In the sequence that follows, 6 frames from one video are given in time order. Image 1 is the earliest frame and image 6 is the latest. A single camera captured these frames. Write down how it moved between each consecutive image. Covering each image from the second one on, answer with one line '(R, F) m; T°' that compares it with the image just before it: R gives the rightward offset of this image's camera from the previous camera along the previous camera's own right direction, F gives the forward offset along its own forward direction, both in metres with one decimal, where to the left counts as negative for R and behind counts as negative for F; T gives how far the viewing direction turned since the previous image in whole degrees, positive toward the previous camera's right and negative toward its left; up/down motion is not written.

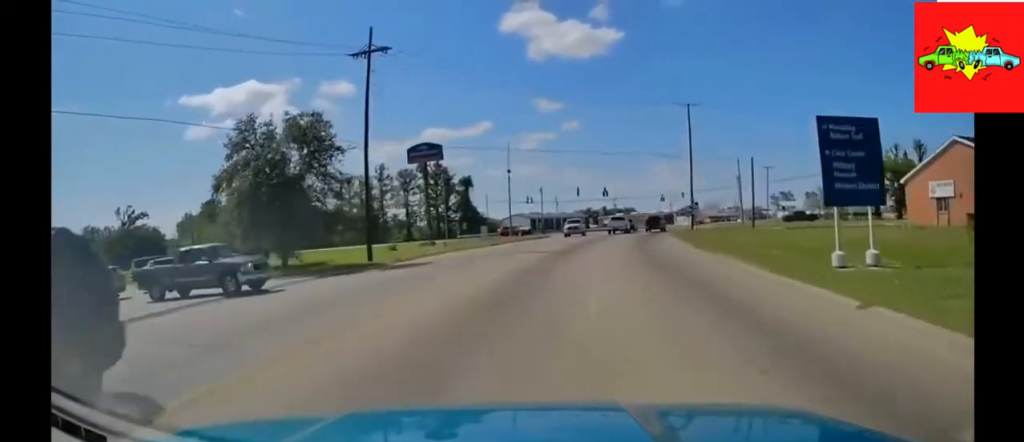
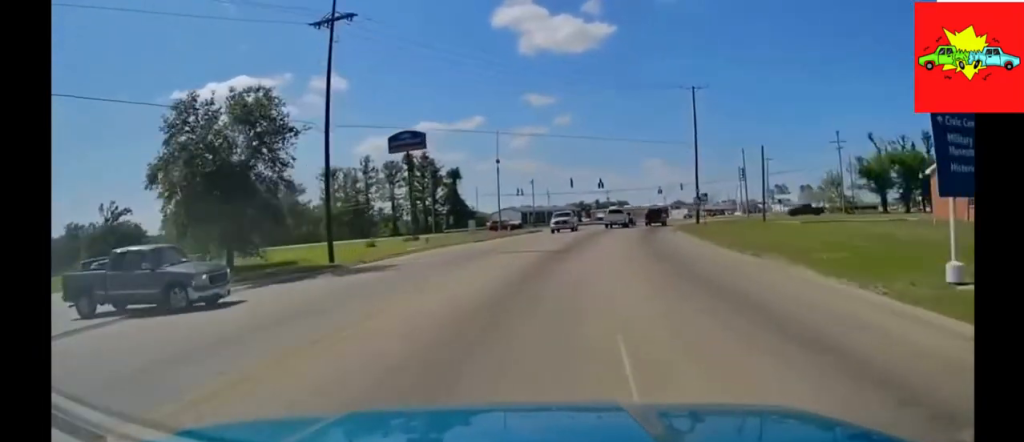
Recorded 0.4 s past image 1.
(0.0, +4.6) m; 0°
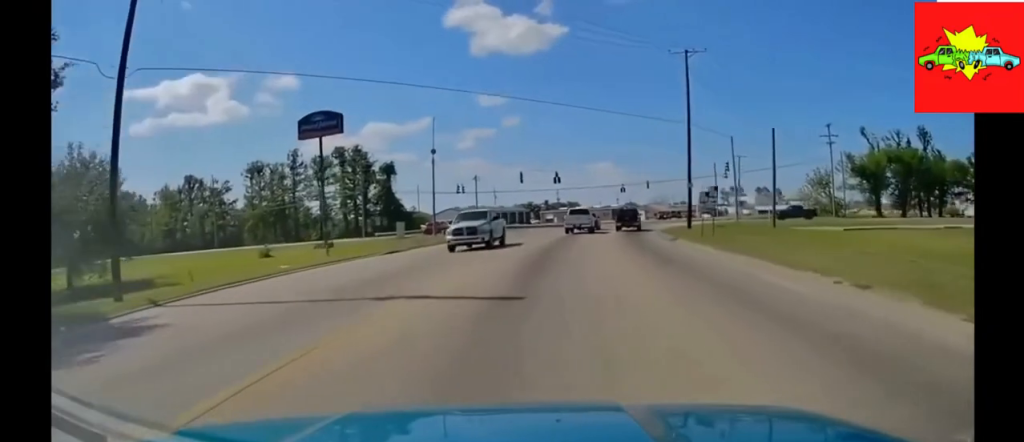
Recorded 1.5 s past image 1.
(0.0, +11.3) m; 0°
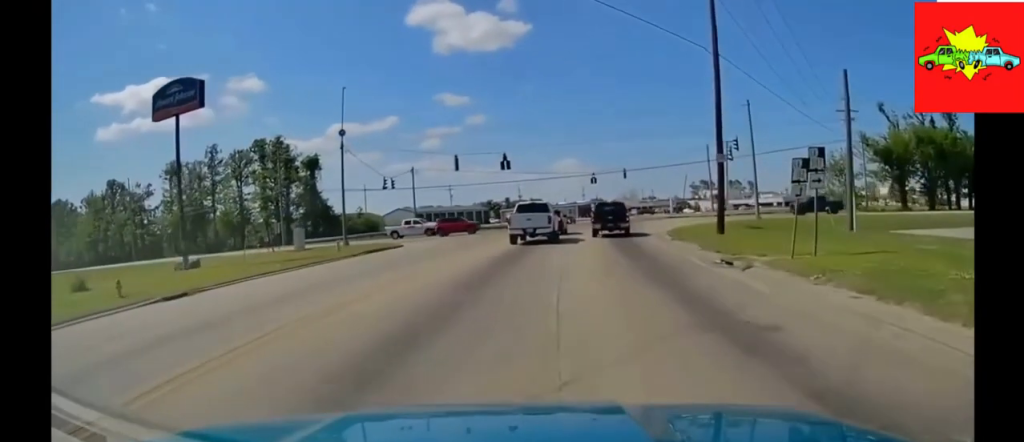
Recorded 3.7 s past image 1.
(0.0, +17.1) m; 0°
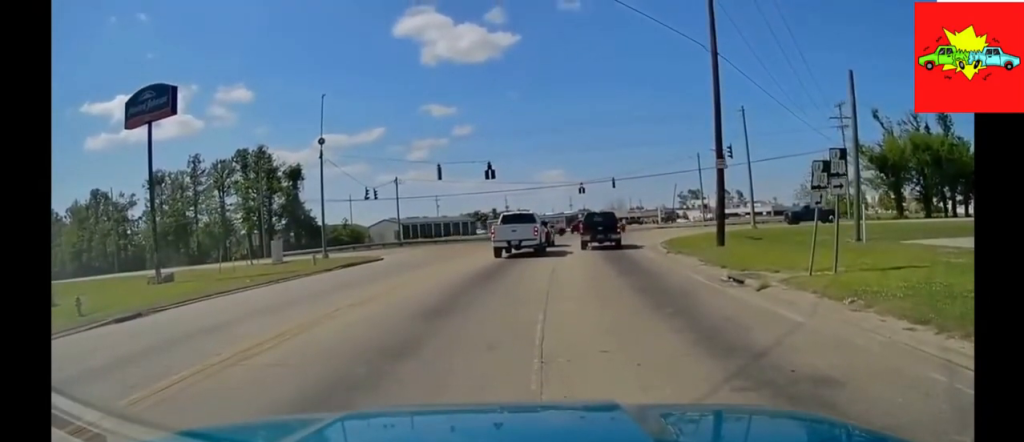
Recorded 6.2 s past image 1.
(+0.1, +8.6) m; +3°
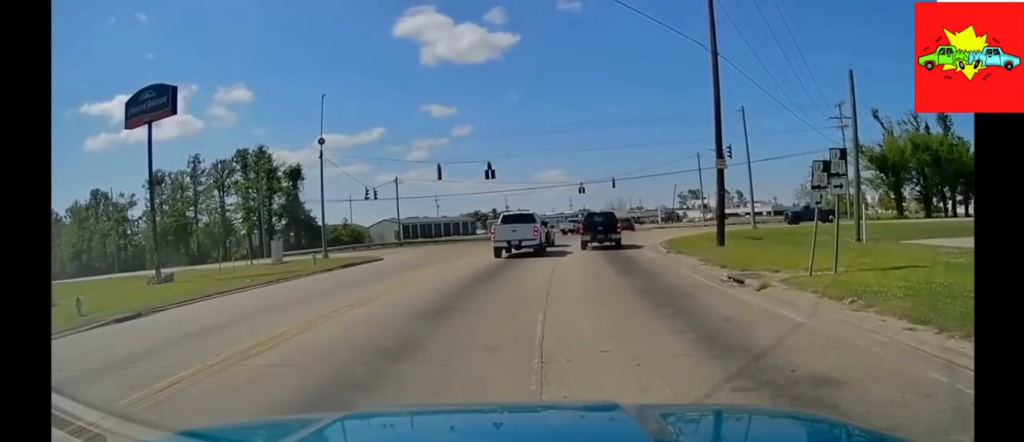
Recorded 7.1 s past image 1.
(+0.4, -0.2) m; 0°
